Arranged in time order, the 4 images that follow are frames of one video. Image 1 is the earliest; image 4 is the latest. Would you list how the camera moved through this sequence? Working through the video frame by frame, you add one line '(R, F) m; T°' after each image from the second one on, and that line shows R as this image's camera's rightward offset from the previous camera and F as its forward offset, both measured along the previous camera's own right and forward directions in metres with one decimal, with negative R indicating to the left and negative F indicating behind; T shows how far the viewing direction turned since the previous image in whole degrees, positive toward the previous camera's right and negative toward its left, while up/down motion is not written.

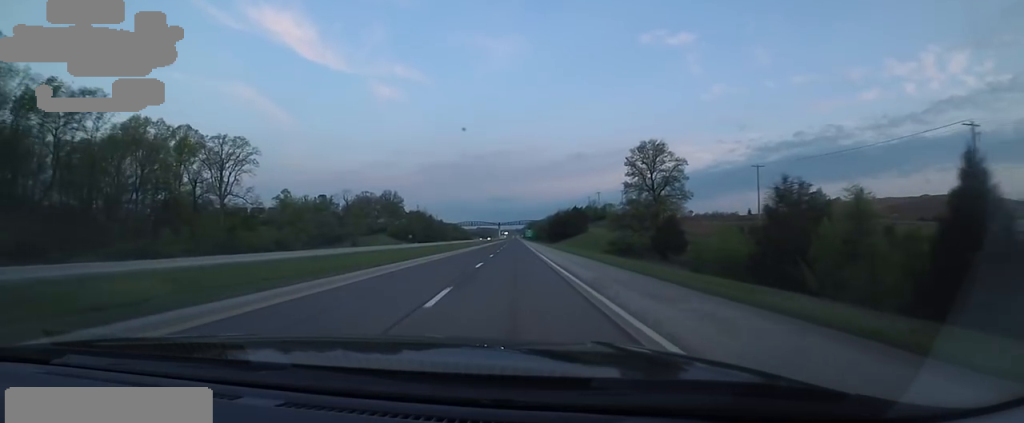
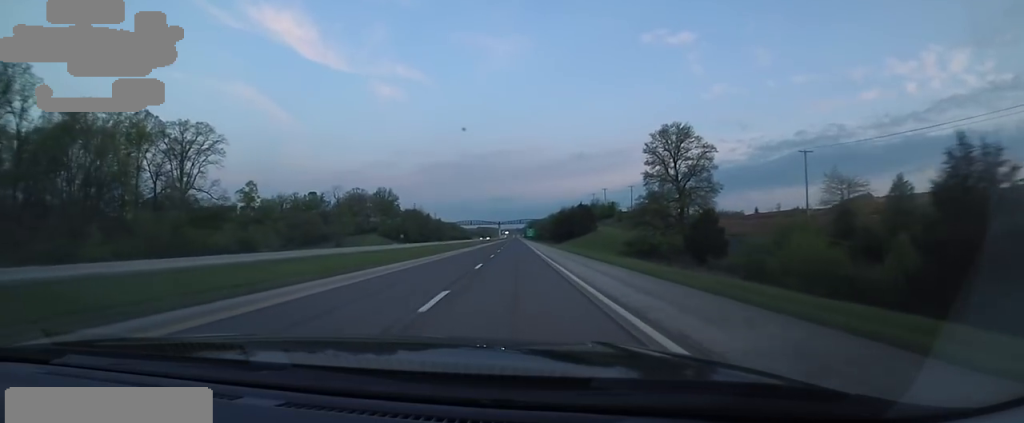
(-0.1, +13.3) m; -1°
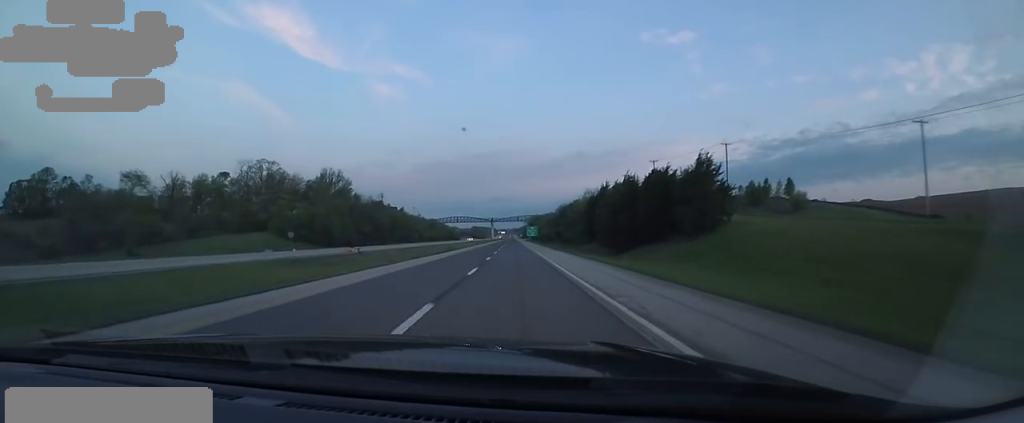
(+0.6, +74.4) m; +1°
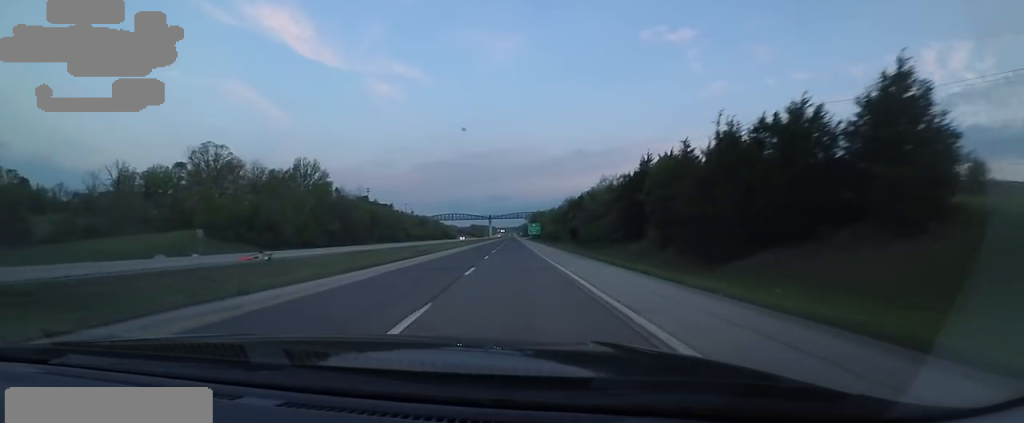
(-0.6, +23.0) m; -2°
